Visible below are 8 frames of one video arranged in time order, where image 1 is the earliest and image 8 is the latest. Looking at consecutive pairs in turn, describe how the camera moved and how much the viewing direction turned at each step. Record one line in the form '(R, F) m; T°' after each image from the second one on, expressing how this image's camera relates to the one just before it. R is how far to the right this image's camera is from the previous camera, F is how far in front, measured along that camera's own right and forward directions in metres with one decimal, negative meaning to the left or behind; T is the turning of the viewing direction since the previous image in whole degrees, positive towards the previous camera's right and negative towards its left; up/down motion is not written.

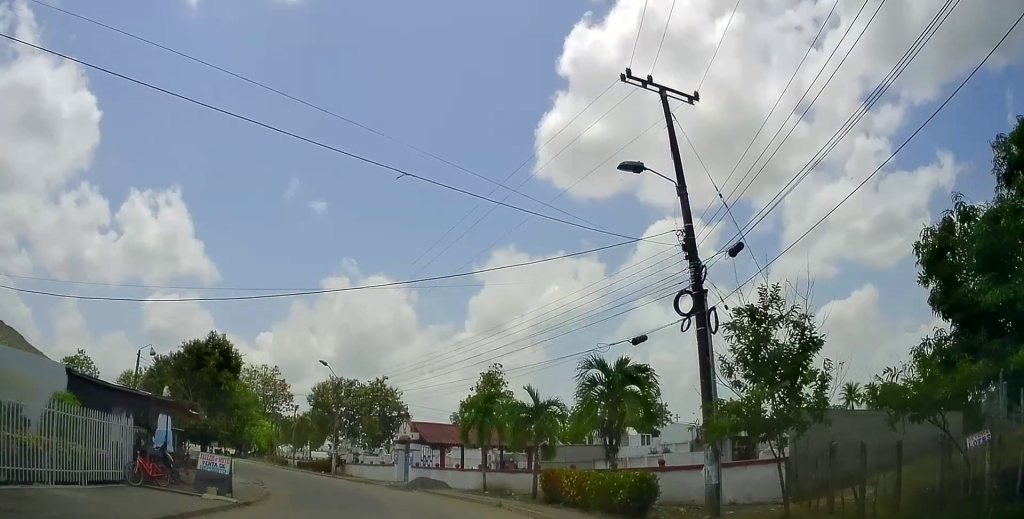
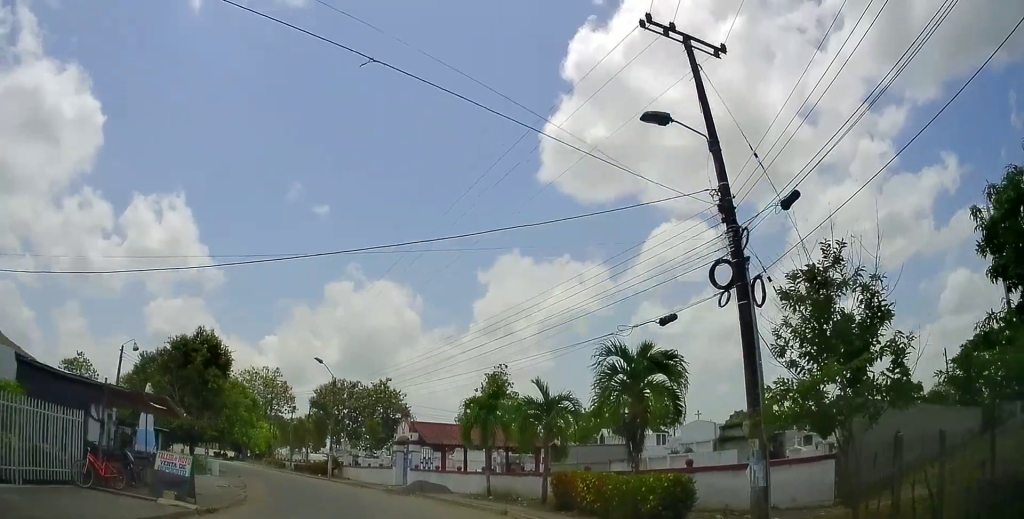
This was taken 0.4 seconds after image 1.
(-0.1, +2.0) m; -2°
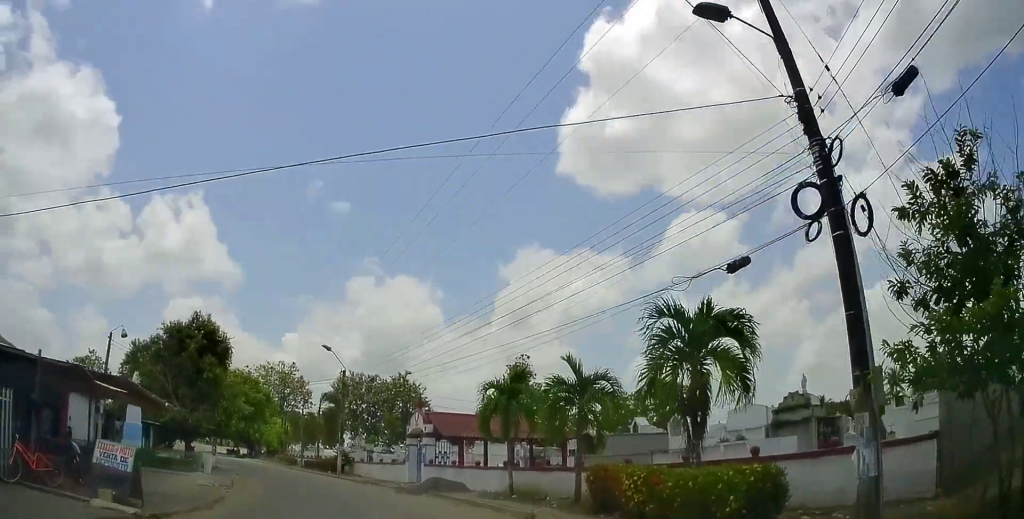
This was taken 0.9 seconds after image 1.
(+0.2, +2.8) m; -2°
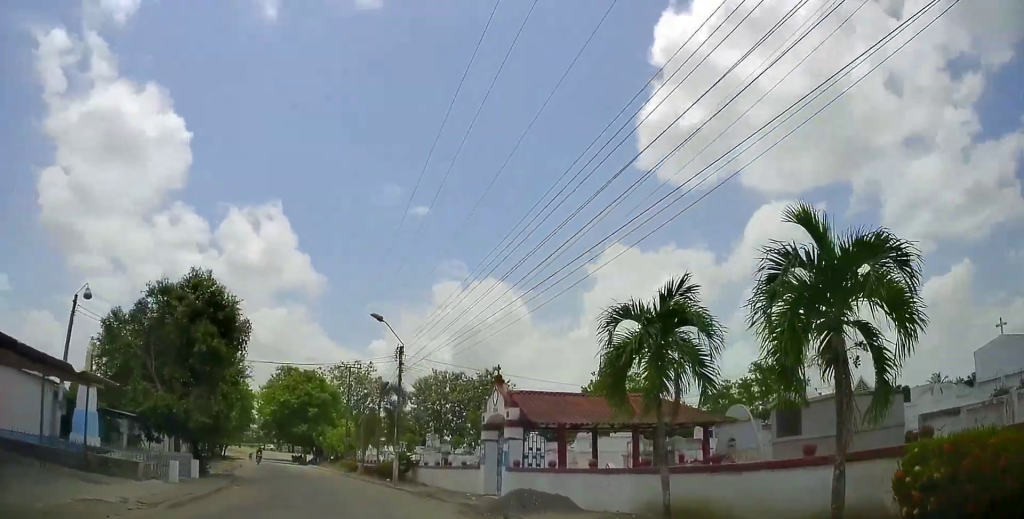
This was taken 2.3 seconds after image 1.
(-0.7, +9.2) m; -5°
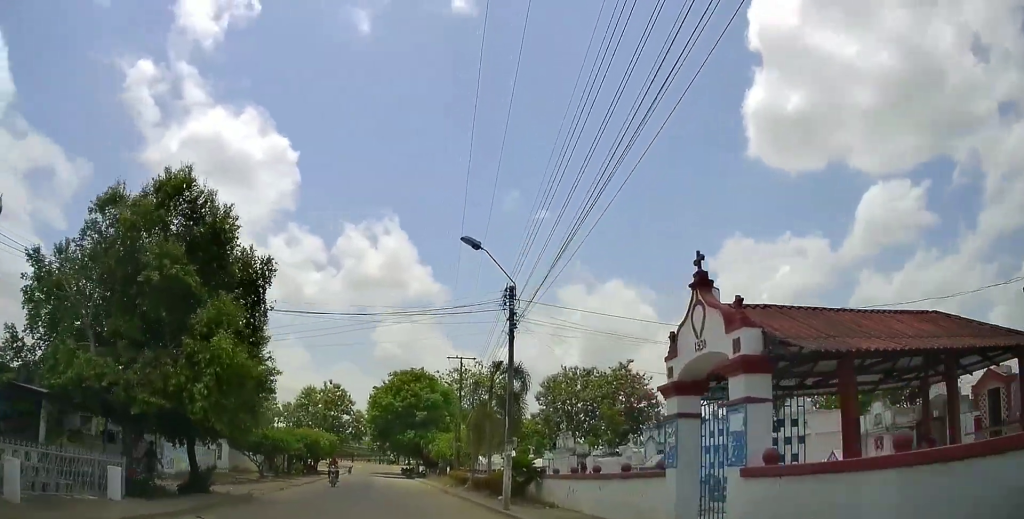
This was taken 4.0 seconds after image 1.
(-0.5, +10.5) m; -13°
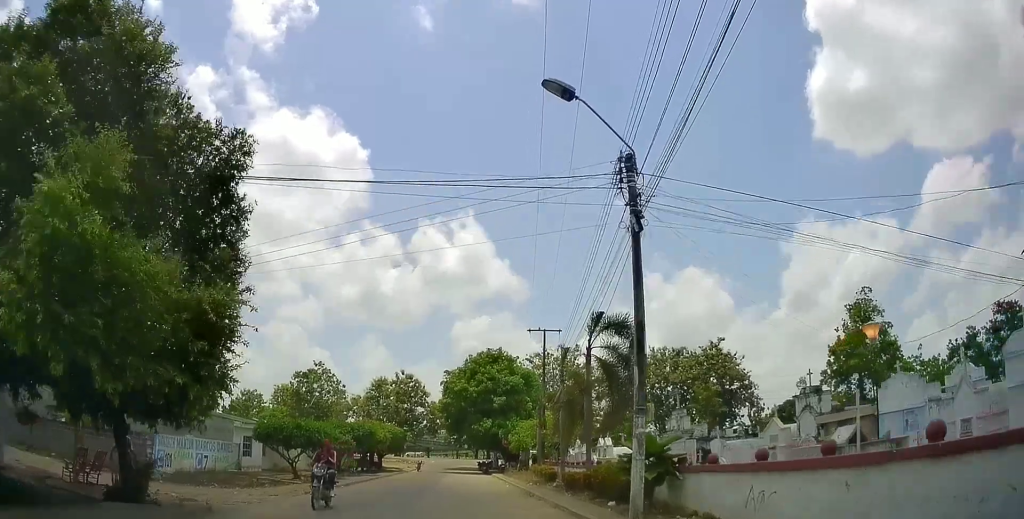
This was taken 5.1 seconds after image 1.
(-0.9, +7.4) m; -9°
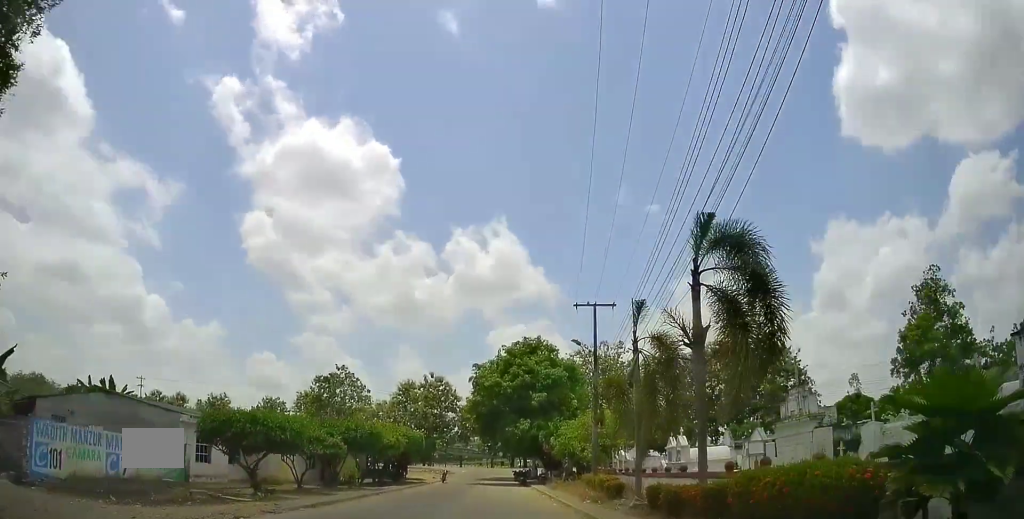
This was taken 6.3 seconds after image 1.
(-0.2, +8.3) m; -2°
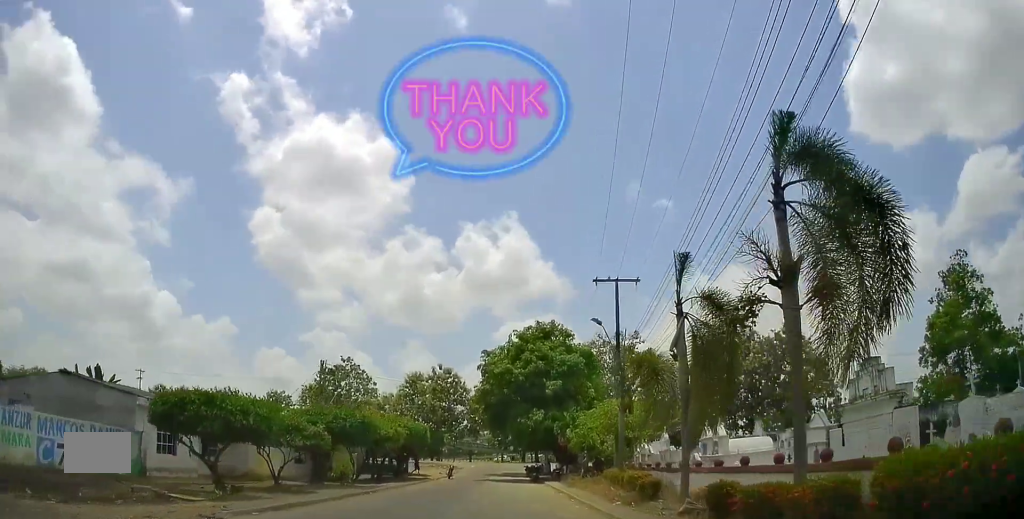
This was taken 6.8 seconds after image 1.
(-0.1, +3.6) m; -2°
